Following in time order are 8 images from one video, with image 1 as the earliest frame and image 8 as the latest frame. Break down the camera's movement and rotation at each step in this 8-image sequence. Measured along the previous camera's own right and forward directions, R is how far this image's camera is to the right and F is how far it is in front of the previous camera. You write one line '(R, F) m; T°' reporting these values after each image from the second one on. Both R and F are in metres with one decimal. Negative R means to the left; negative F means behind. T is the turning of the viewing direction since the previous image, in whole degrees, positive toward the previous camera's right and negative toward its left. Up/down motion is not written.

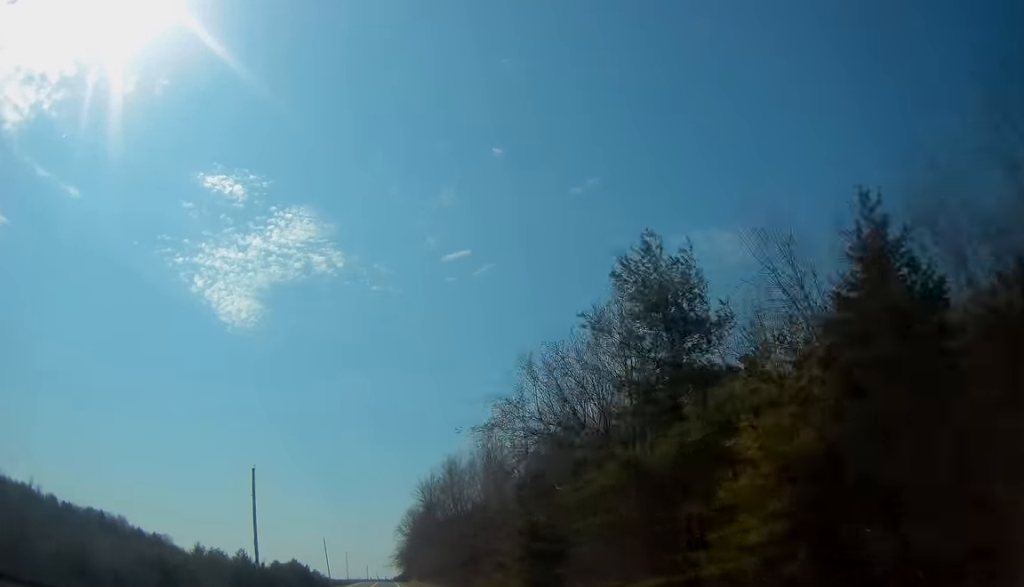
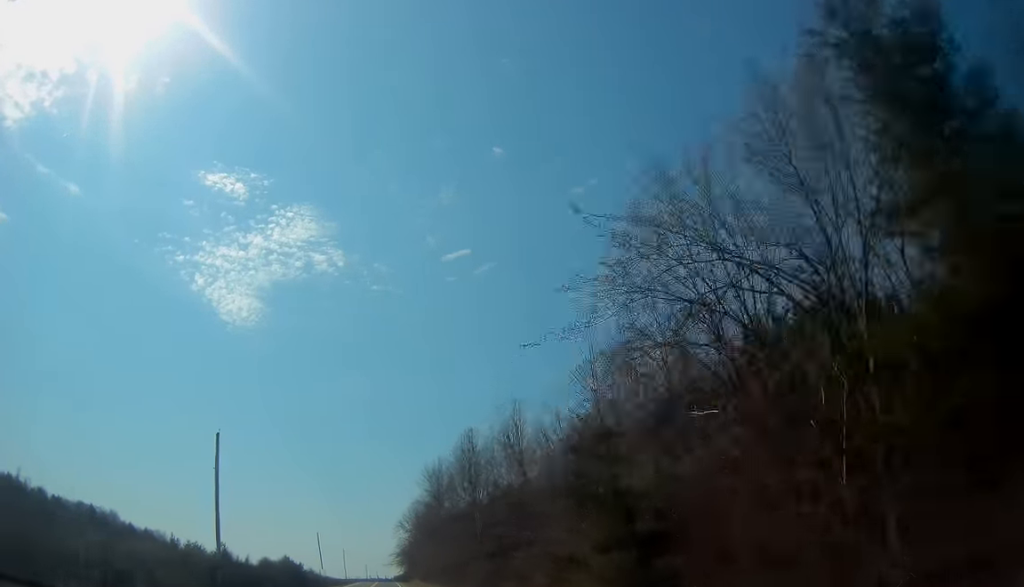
(0.0, +13.4) m; 0°
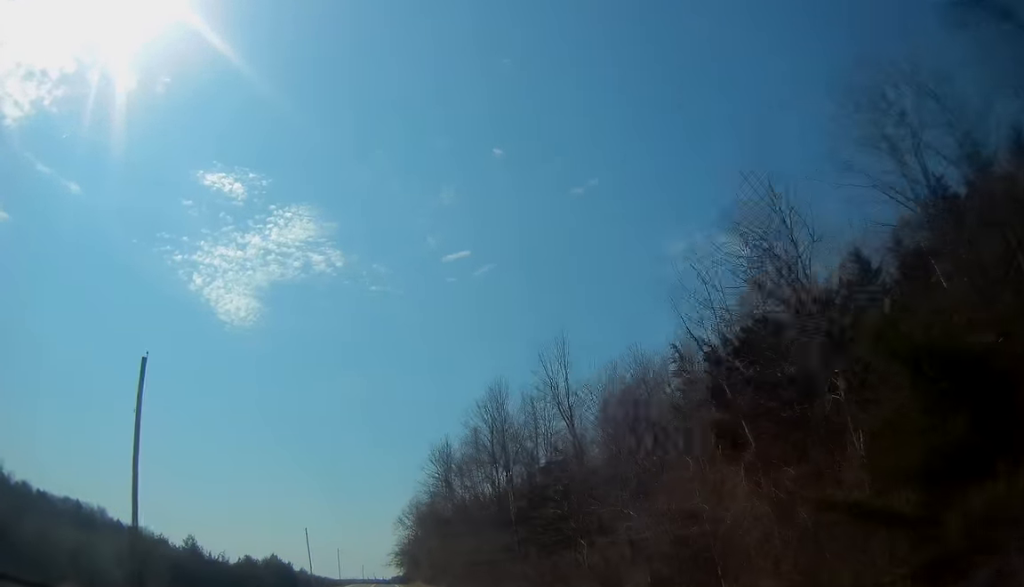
(0.0, +15.0) m; 0°
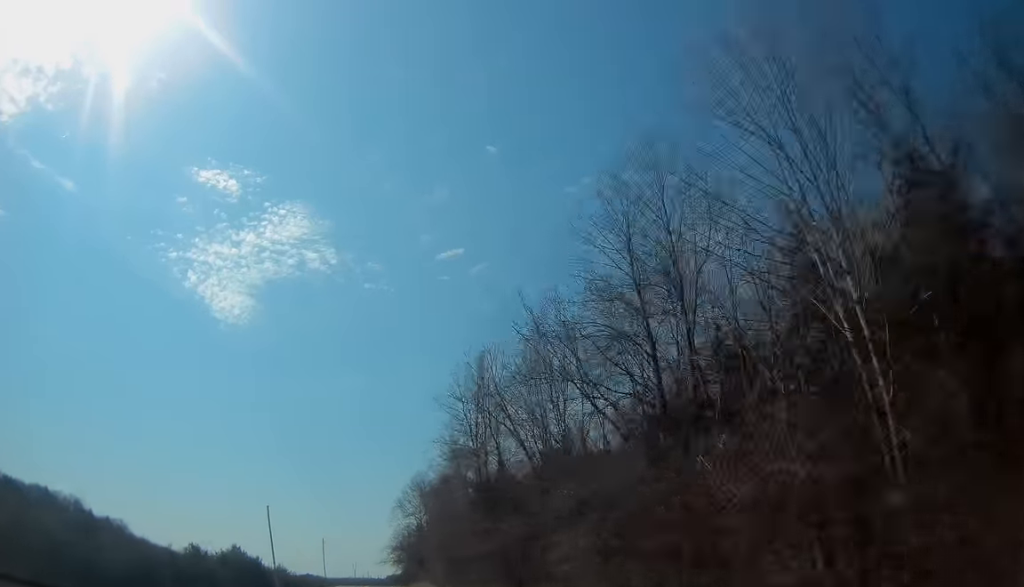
(+0.1, +31.2) m; 0°
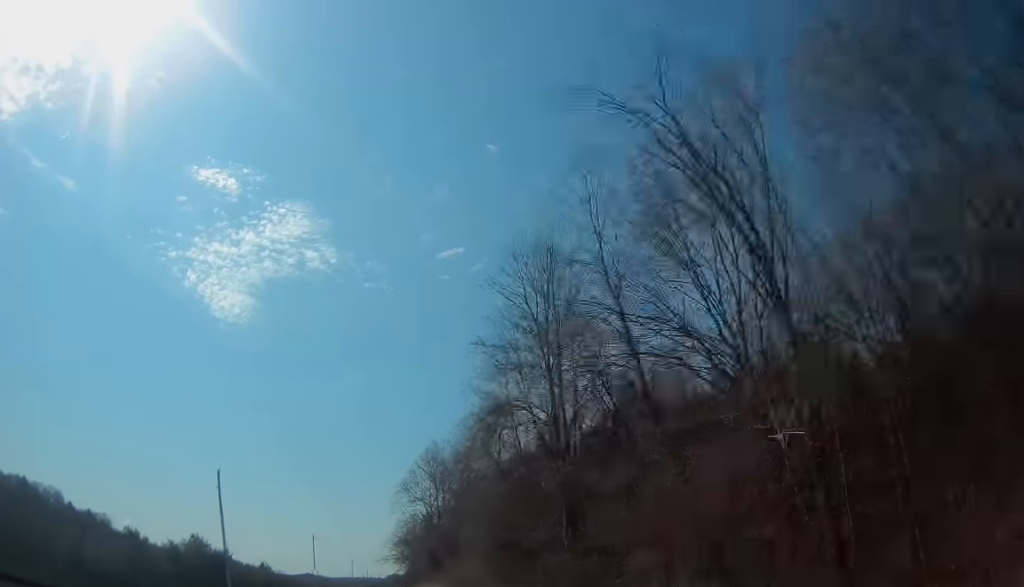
(-0.2, +22.8) m; 0°
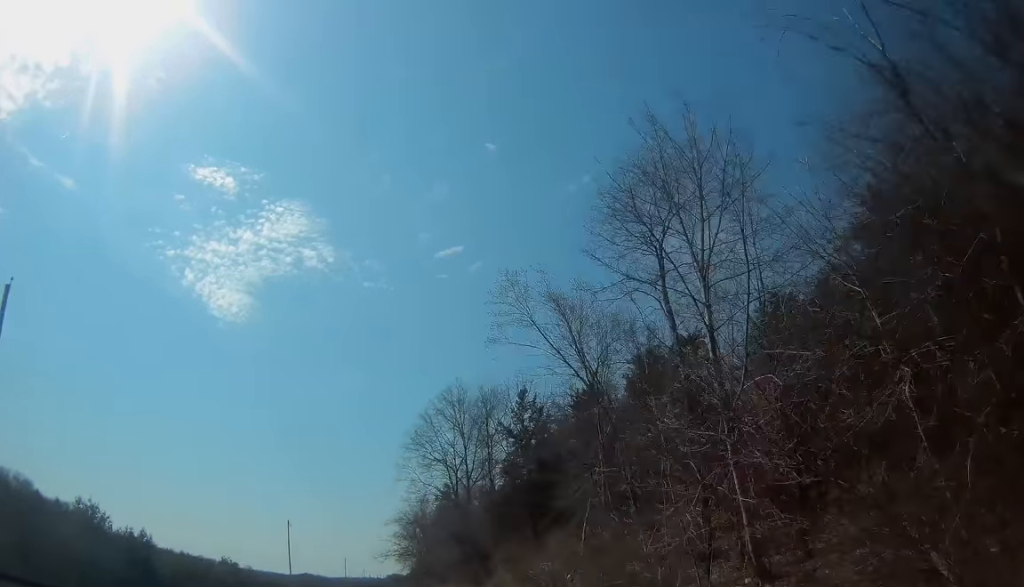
(+0.2, +32.4) m; +1°
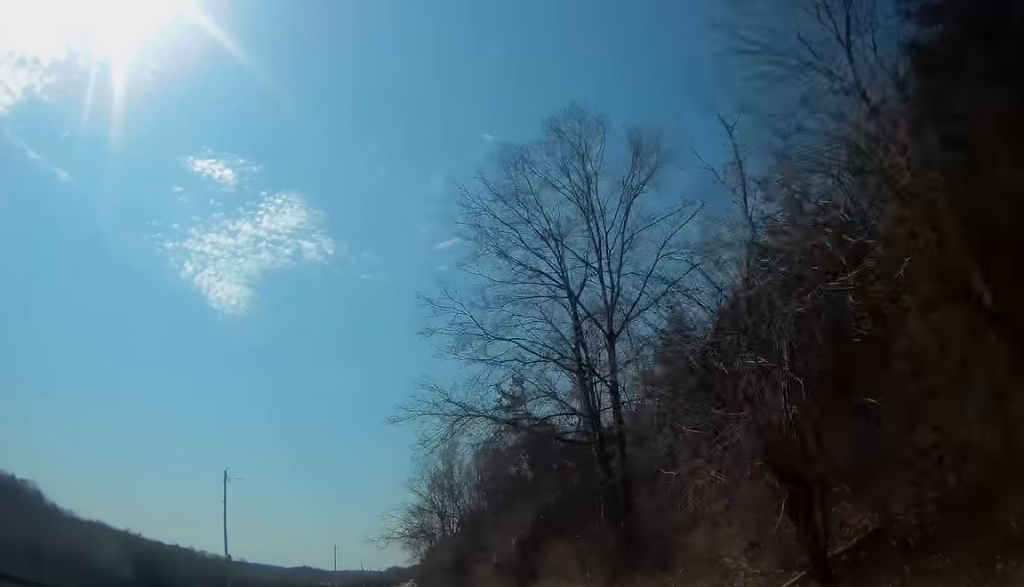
(+0.2, +38.8) m; 0°
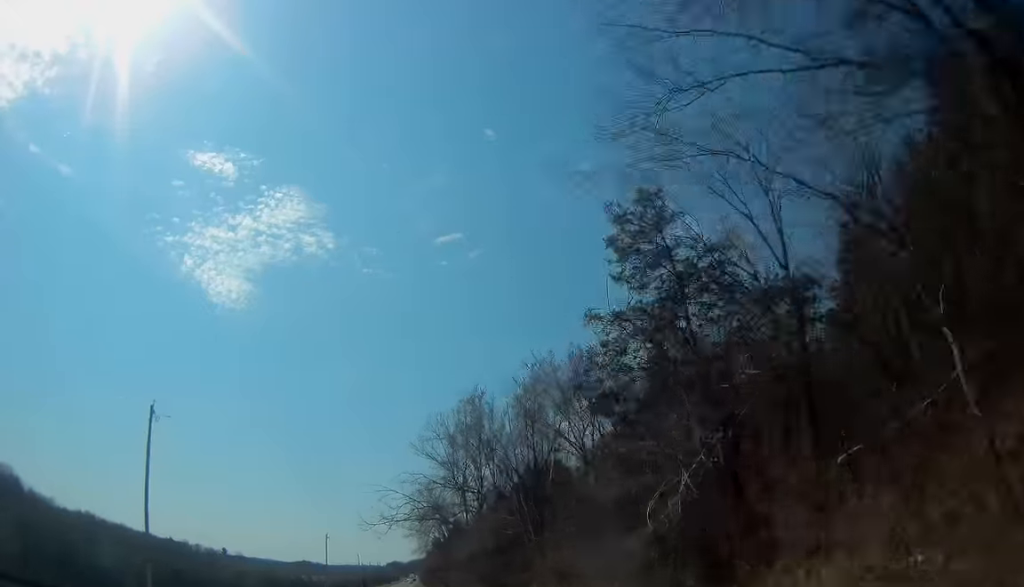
(-0.3, +19.2) m; 0°
